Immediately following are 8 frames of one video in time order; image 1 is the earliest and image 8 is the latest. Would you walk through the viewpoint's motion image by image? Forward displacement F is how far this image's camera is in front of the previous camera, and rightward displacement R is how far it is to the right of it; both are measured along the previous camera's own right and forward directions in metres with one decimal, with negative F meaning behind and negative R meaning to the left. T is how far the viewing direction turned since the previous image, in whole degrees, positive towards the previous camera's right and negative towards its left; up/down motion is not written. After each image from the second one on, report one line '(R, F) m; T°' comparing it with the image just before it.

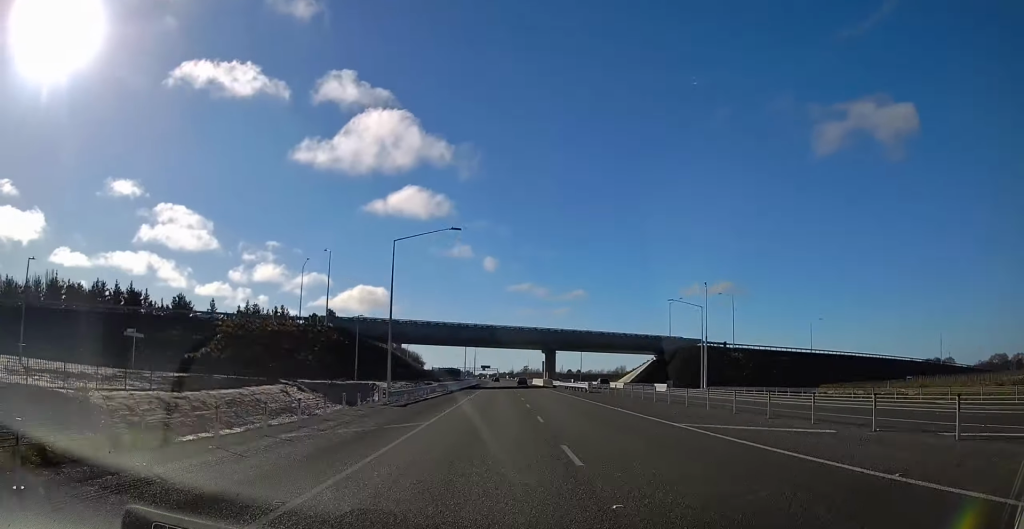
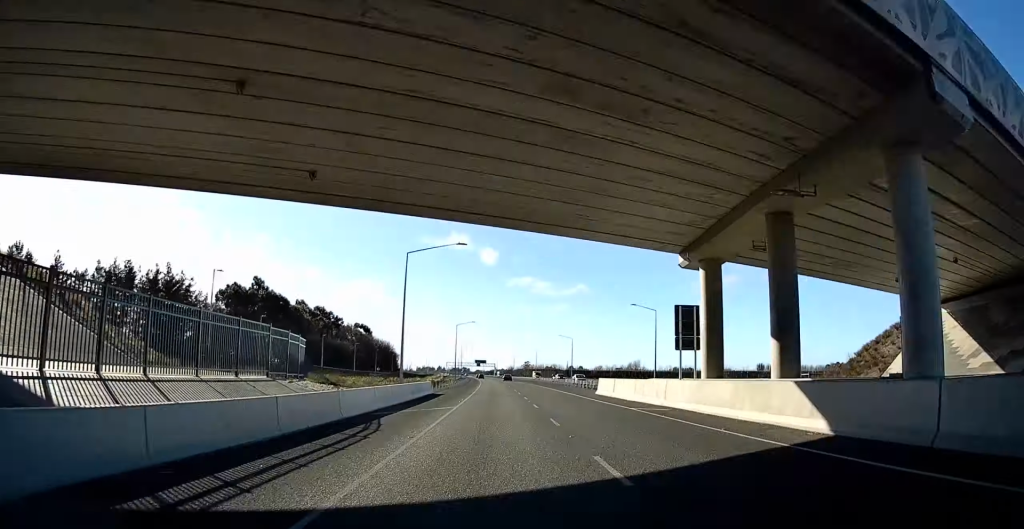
(+0.2, +92.6) m; 0°
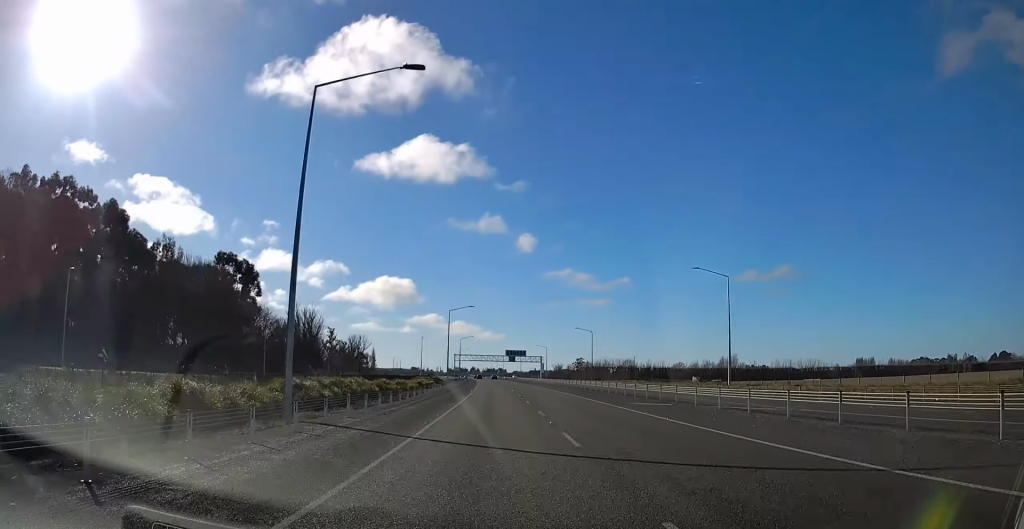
(-4.8, +195.7) m; -3°
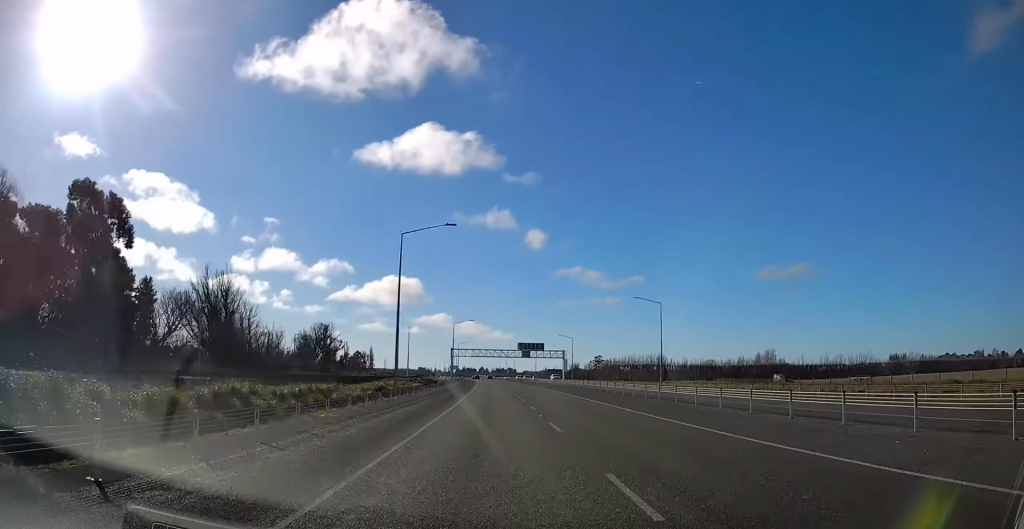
(-0.8, +56.9) m; -1°
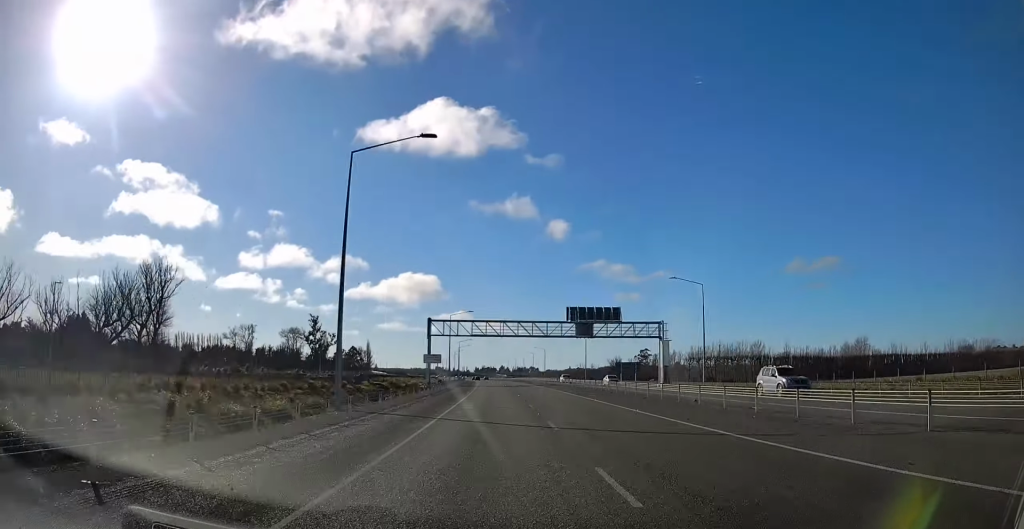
(-0.1, +99.7) m; -1°
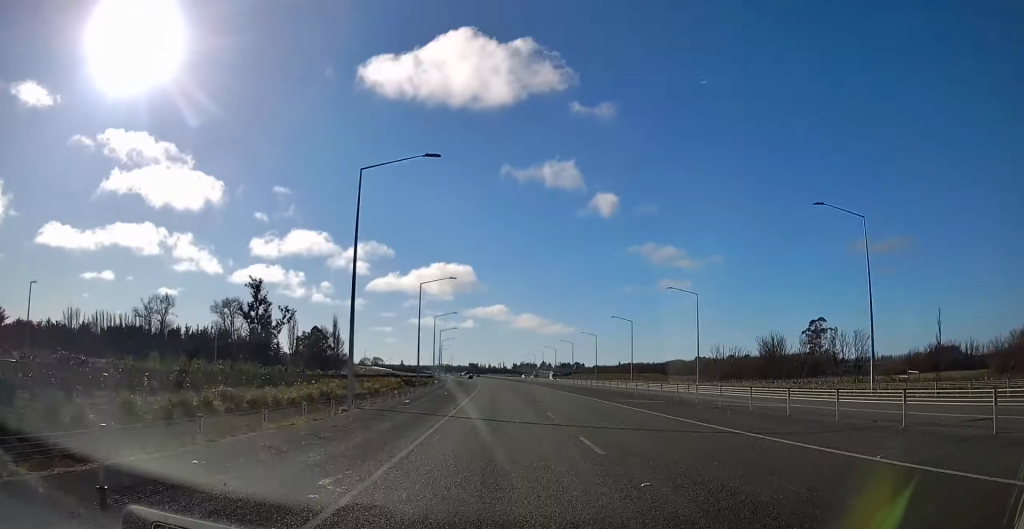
(-6.5, +195.2) m; -3°
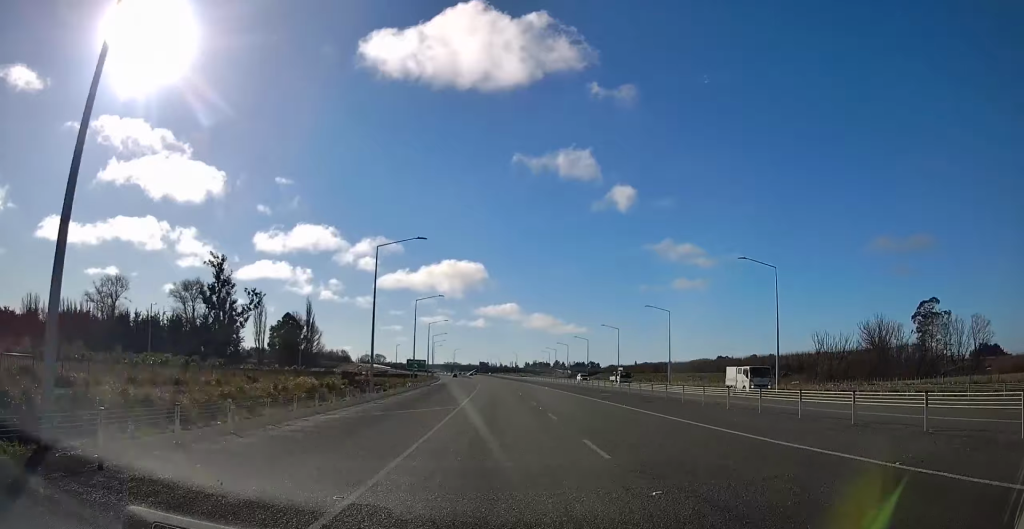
(-0.9, +60.2) m; -1°
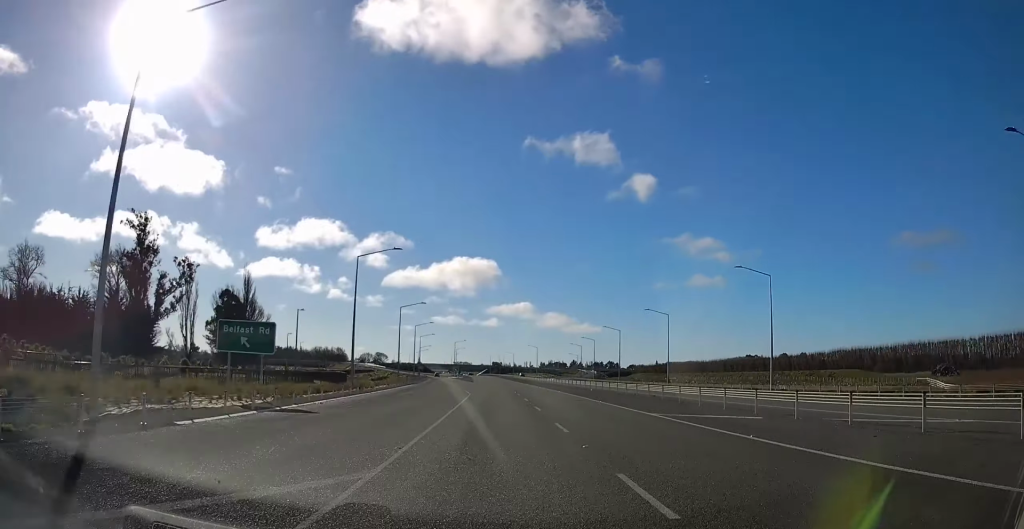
(-0.7, +74.5) m; -2°
